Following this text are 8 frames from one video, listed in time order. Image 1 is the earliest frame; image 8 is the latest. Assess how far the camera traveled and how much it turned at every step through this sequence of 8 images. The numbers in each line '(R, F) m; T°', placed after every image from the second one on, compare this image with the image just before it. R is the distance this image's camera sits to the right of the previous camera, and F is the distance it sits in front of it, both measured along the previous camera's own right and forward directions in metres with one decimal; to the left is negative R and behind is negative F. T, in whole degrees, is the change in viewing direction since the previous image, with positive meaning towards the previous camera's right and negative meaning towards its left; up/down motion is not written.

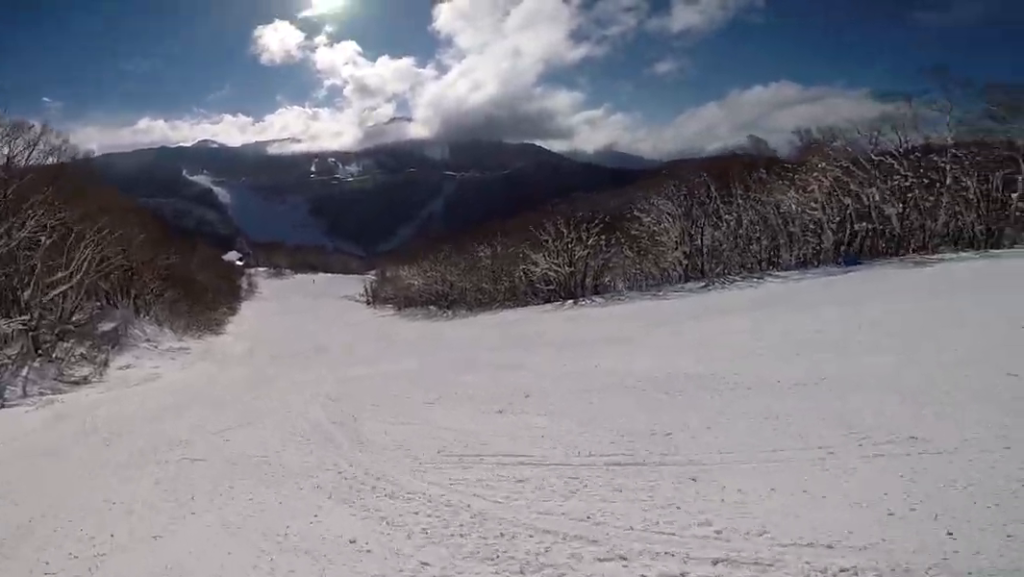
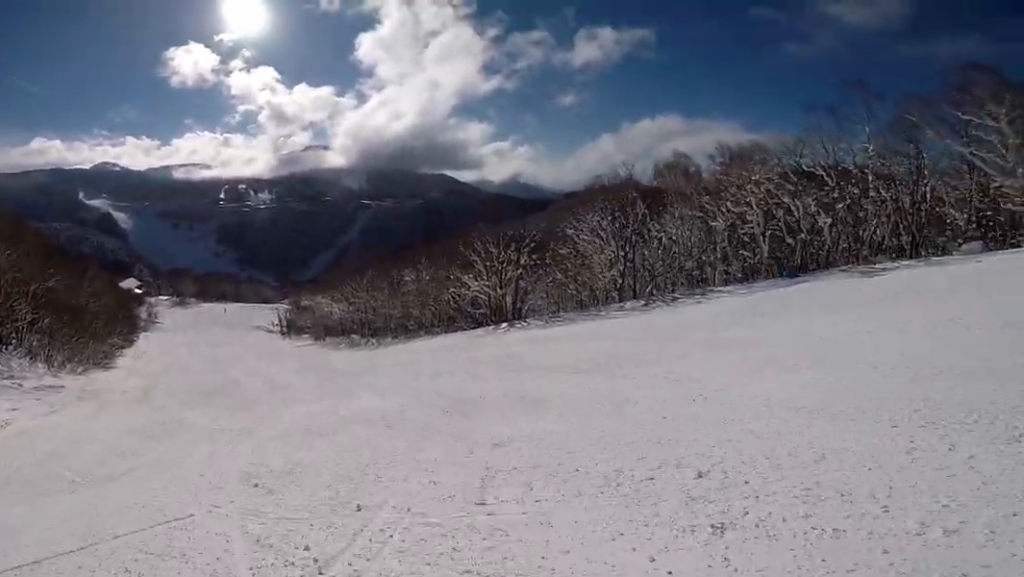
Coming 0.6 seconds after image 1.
(+0.3, +4.2) m; +21°
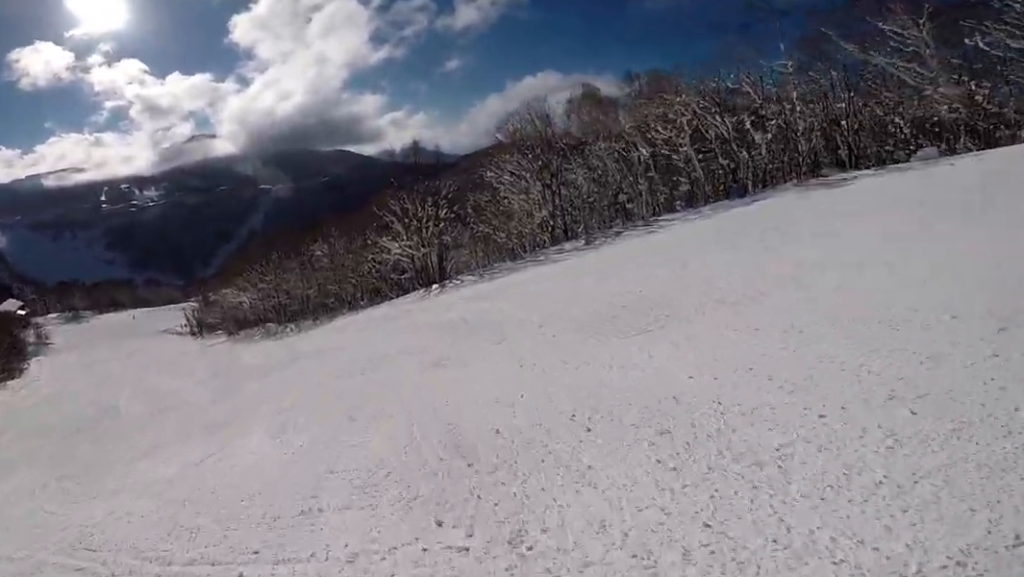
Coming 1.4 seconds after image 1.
(+1.7, +5.3) m; +11°
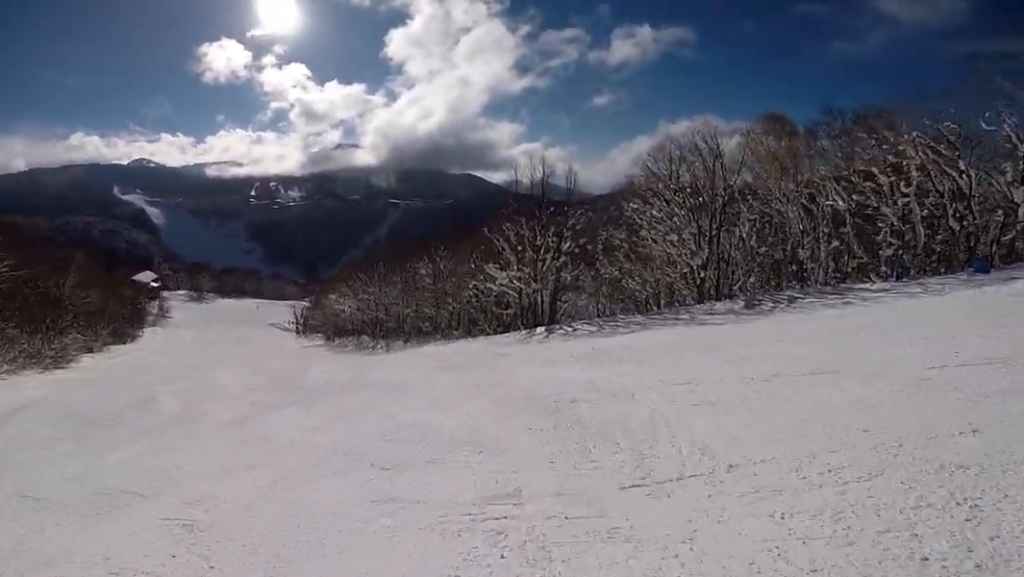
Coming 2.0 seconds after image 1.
(+0.3, +4.9) m; -2°
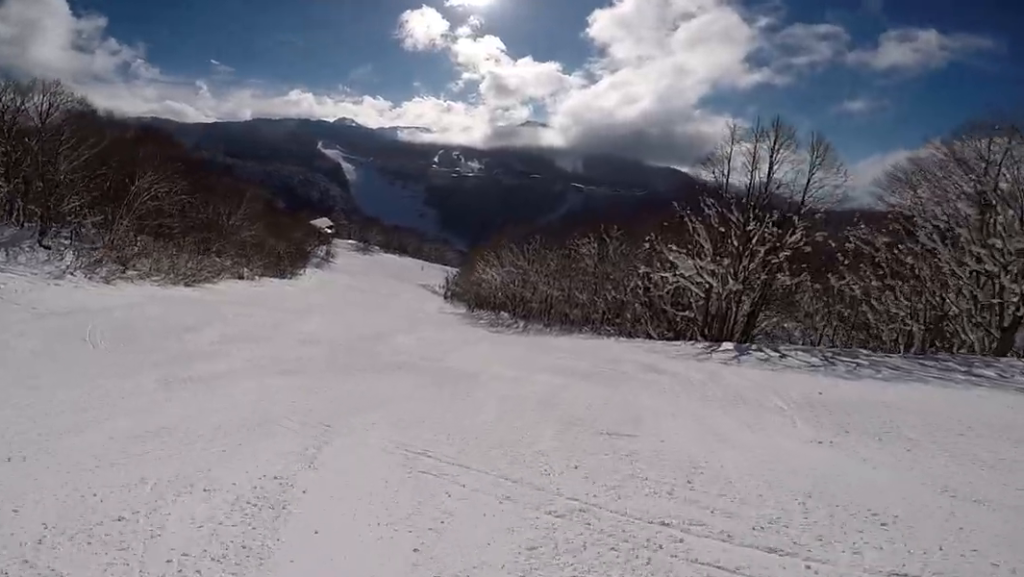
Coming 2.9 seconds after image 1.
(-0.6, +6.3) m; -17°
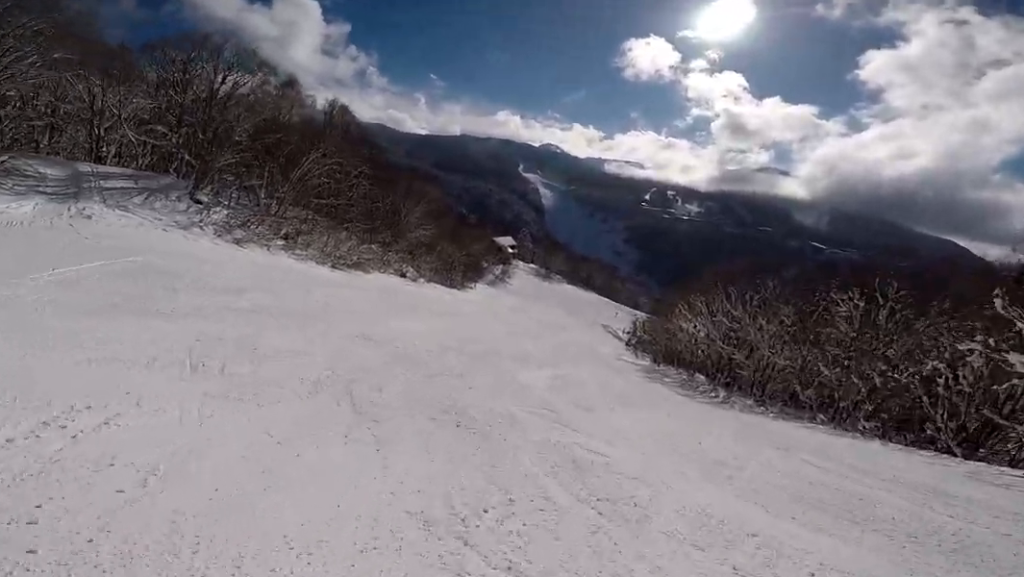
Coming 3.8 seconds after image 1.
(-1.2, +6.8) m; -22°
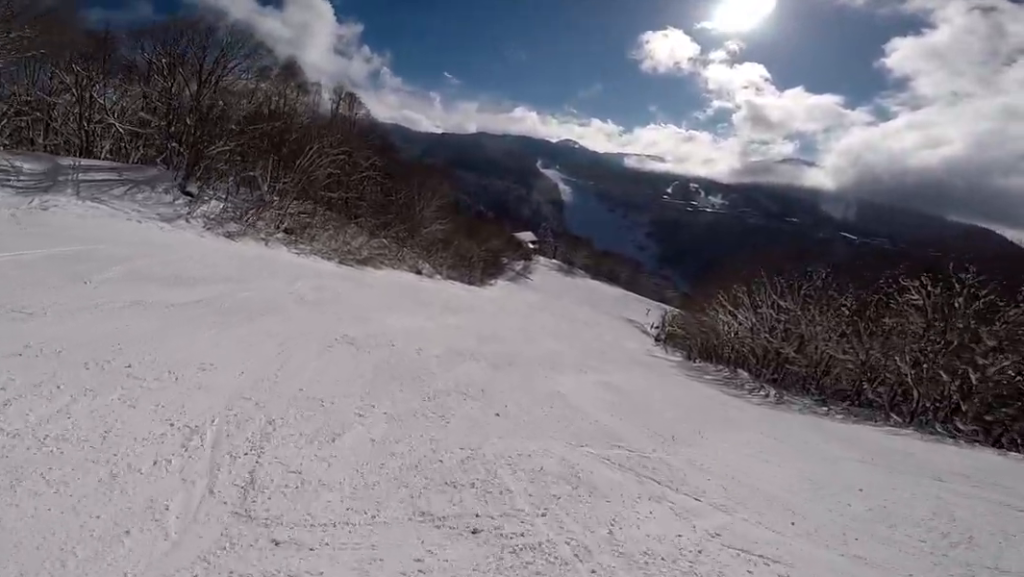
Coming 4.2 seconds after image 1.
(-0.7, +3.2) m; -6°
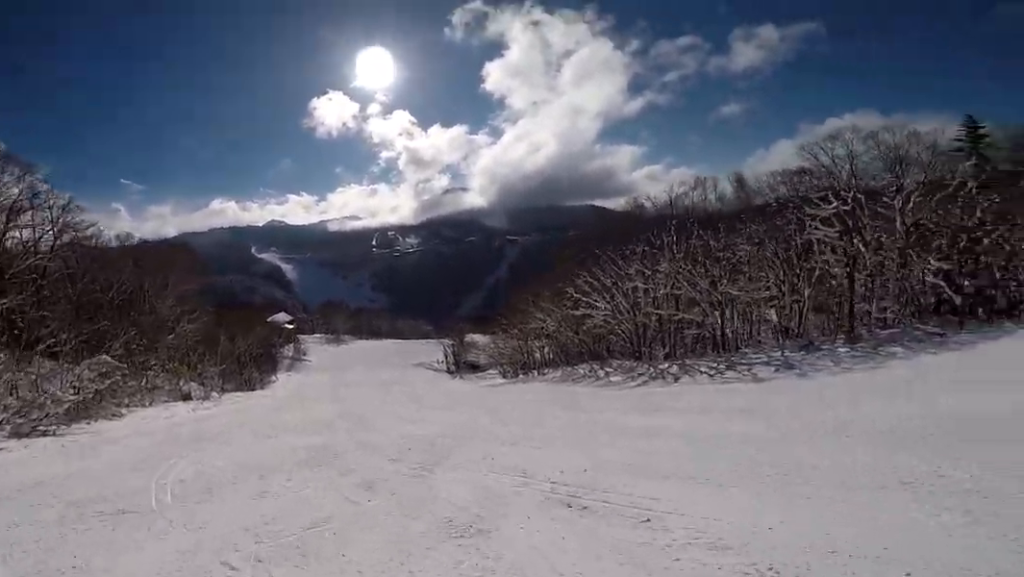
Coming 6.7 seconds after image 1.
(-1.7, +18.8) m; +21°
